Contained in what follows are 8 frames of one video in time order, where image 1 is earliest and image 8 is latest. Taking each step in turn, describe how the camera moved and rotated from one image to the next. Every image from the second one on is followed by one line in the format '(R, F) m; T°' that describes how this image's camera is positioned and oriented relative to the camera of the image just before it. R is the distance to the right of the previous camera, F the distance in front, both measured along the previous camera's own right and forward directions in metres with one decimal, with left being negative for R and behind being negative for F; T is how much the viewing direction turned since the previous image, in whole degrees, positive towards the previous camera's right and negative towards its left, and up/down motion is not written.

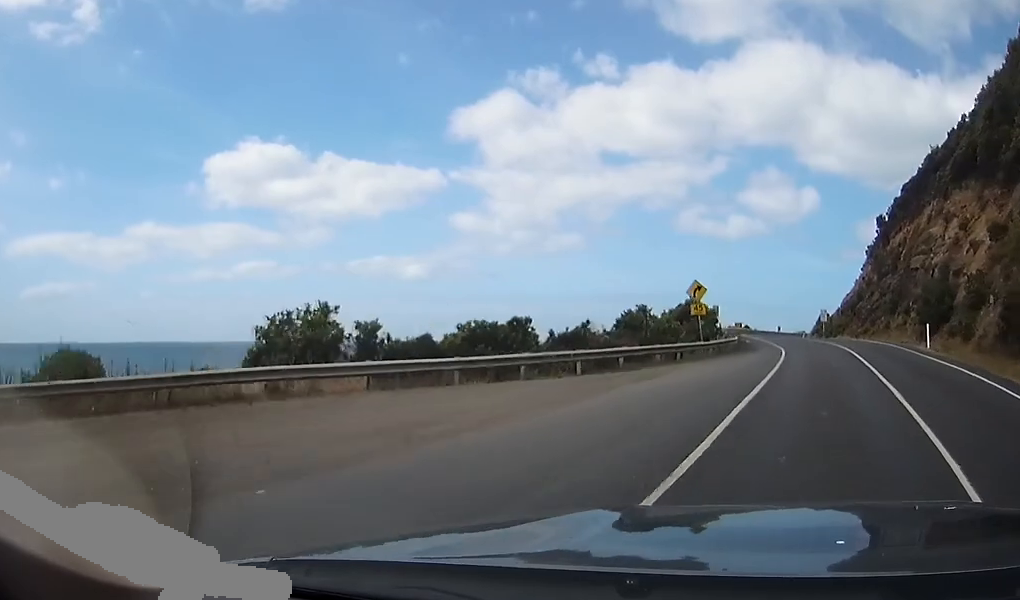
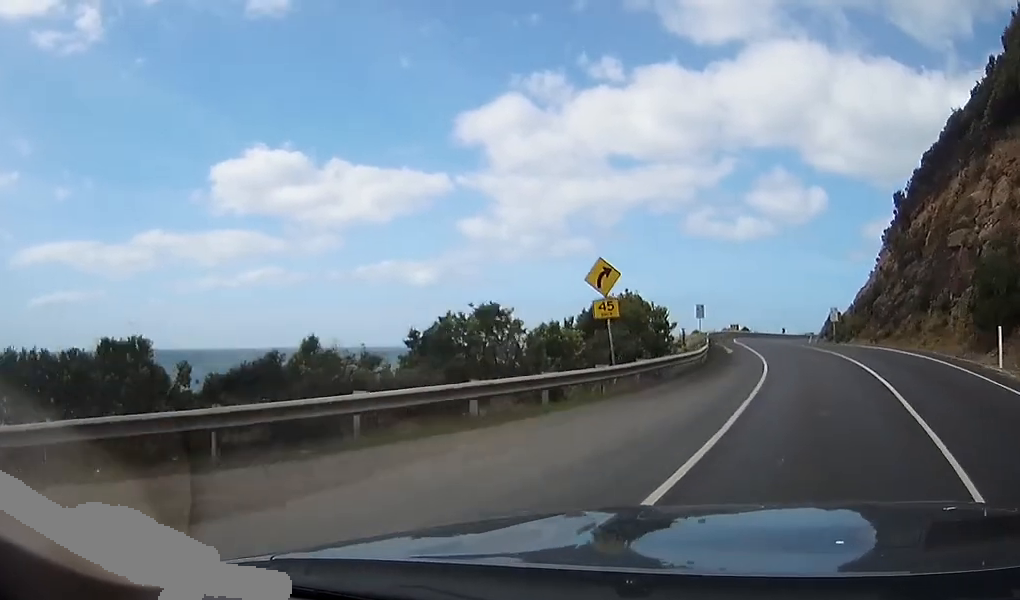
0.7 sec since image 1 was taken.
(-0.3, +12.9) m; -4°
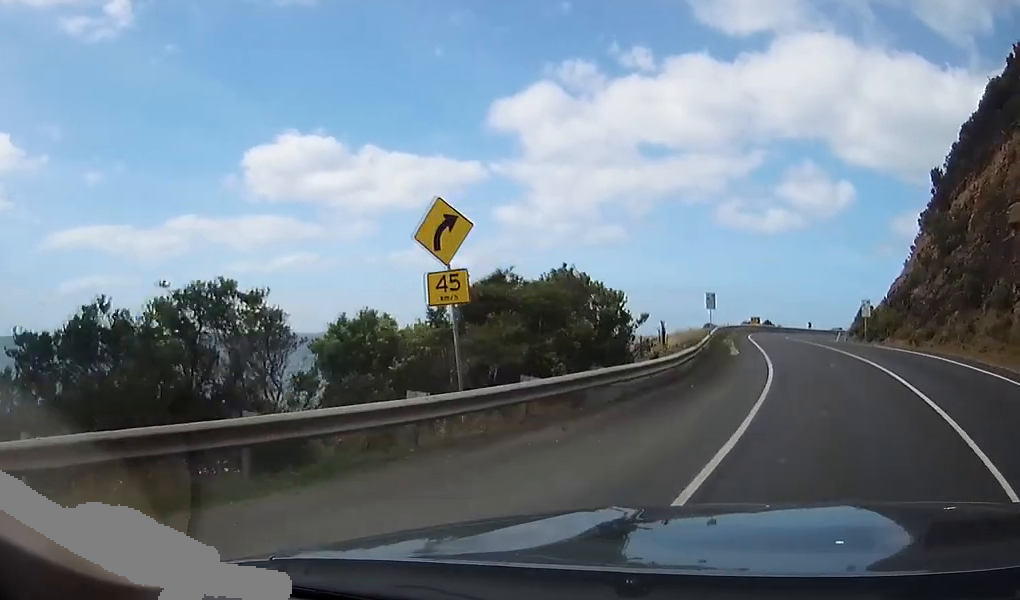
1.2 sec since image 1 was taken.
(-0.3, +8.3) m; -2°
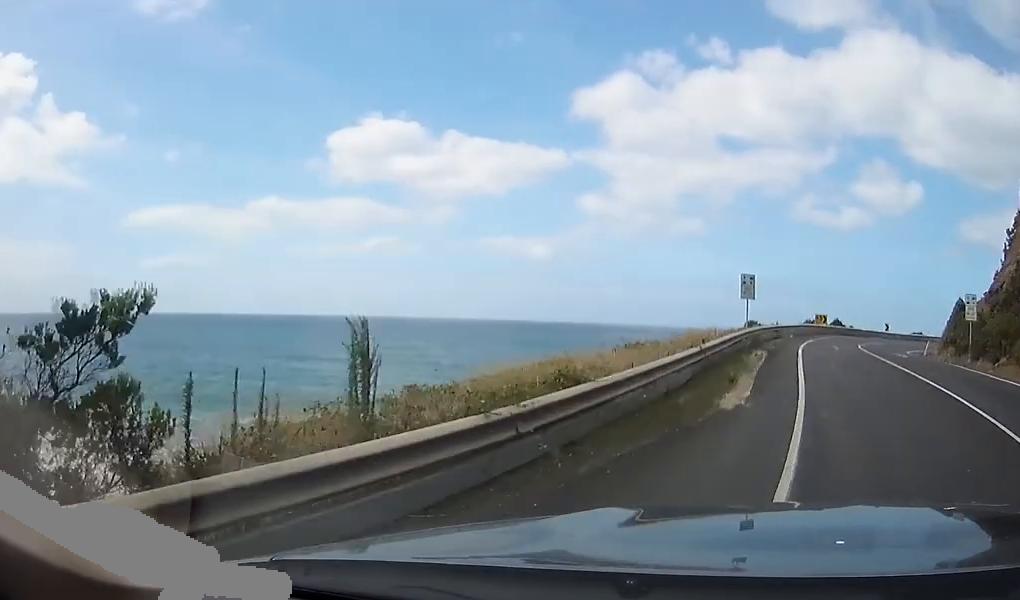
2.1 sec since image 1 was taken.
(-0.5, +16.7) m; 0°
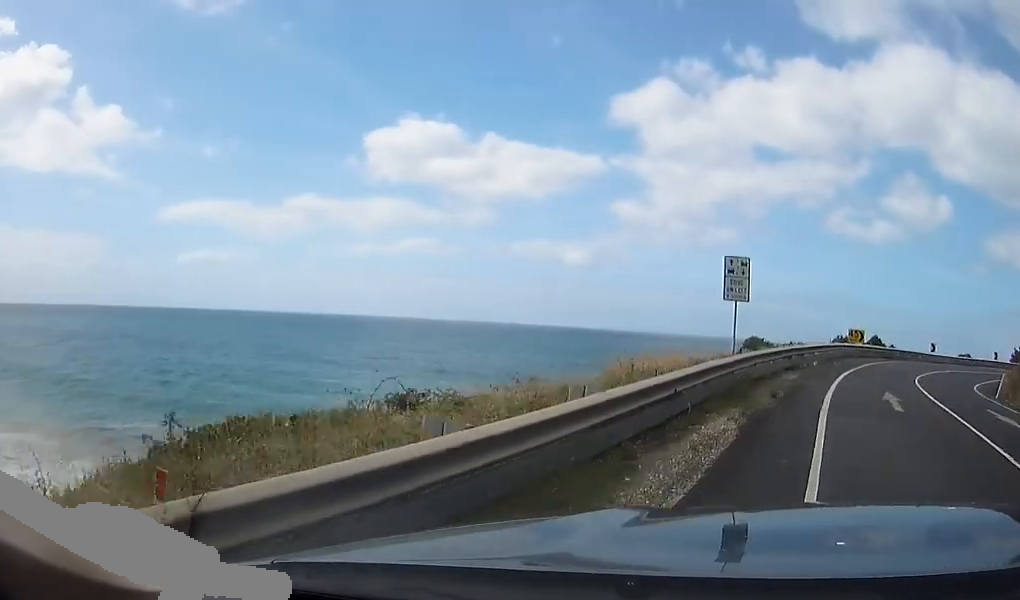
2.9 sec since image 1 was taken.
(+0.1, +13.3) m; +5°
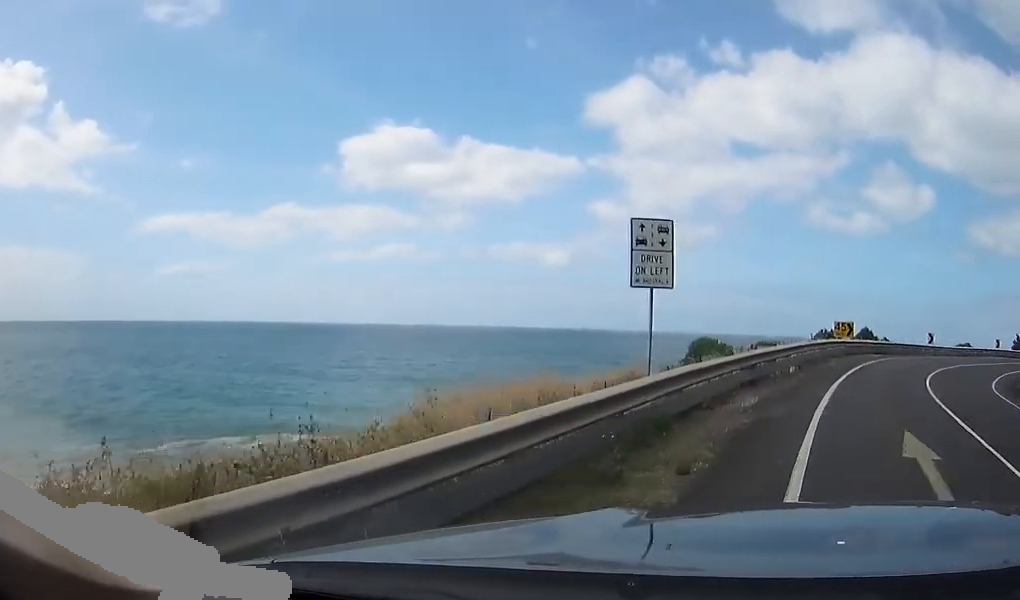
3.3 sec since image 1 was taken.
(+0.4, +6.4) m; +4°
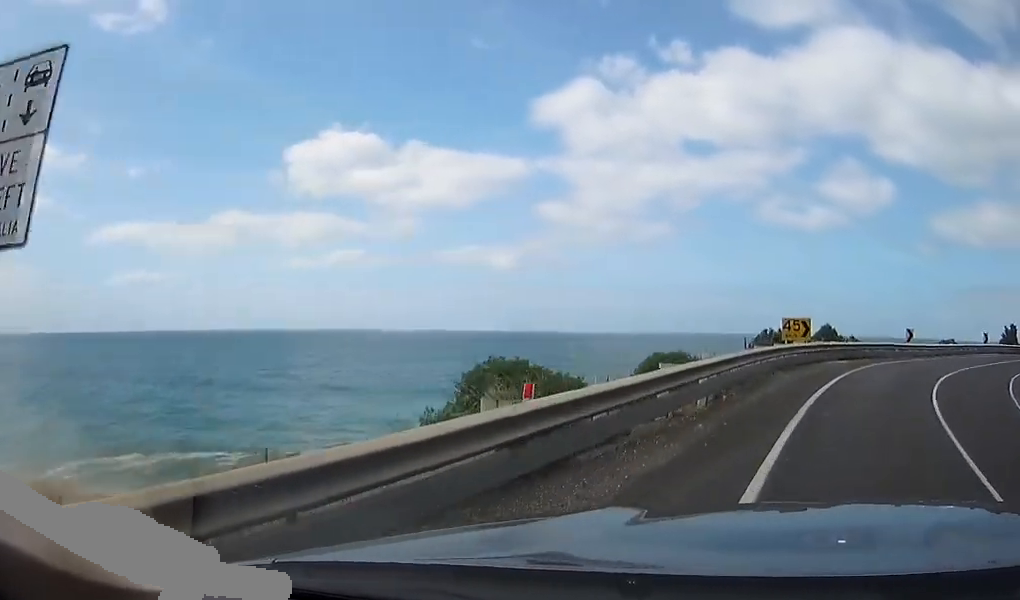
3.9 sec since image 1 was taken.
(+0.1, +9.1) m; +6°
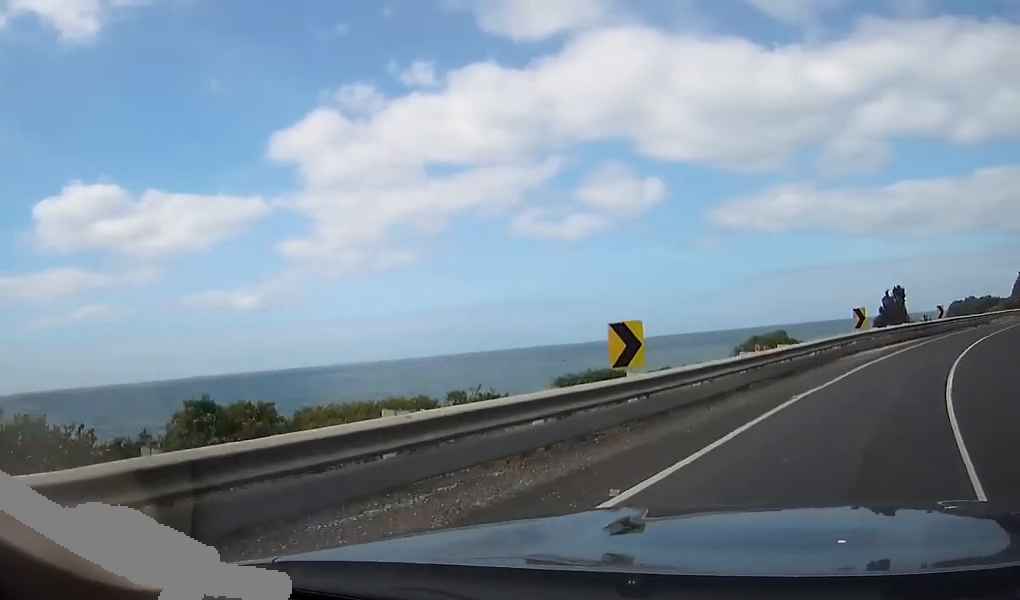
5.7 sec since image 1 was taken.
(+5.3, +27.7) m; +22°
